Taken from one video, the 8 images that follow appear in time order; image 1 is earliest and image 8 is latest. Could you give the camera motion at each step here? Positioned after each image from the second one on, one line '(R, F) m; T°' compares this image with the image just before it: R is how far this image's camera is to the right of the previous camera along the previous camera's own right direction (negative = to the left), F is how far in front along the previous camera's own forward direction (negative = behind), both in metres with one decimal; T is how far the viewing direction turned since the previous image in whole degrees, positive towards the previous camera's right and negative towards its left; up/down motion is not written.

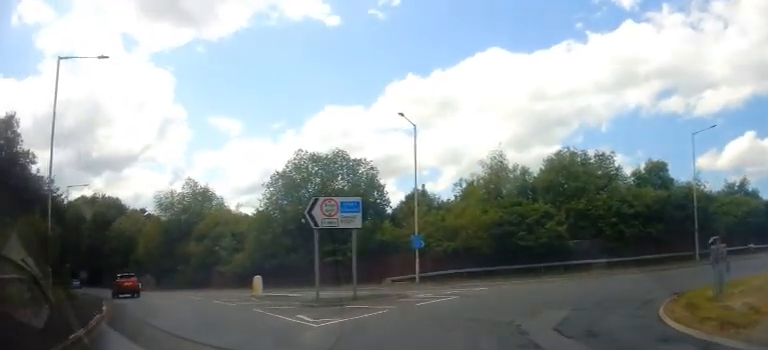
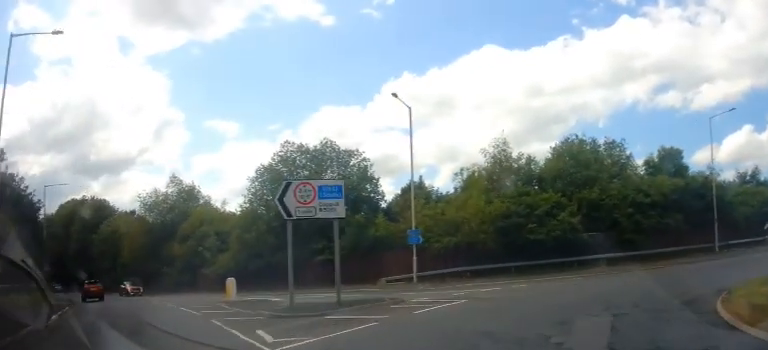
(-0.2, +3.0) m; -4°
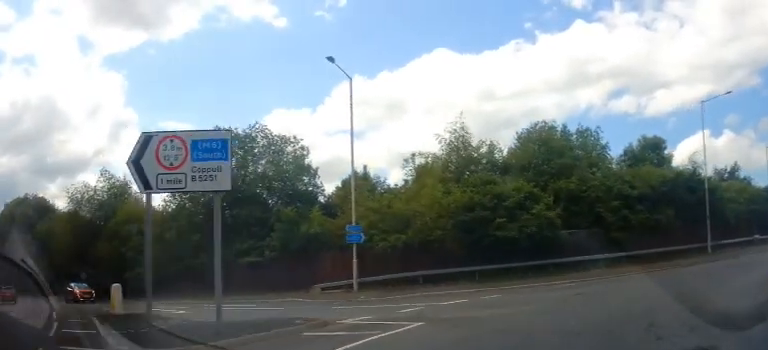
(0.0, +4.7) m; +4°
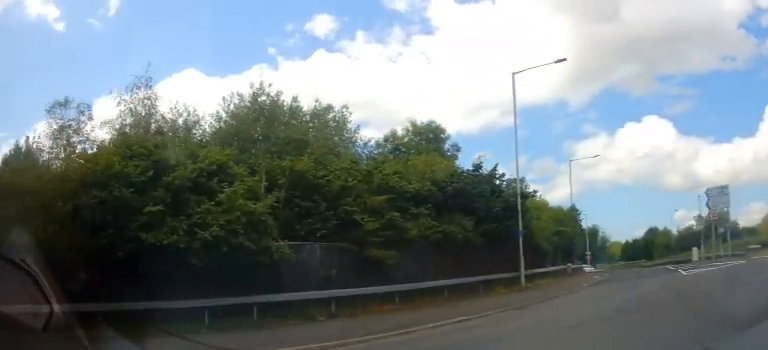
(+2.7, +10.3) m; +34°
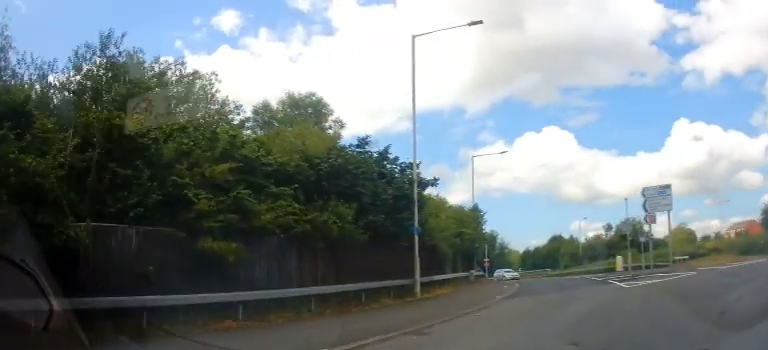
(+0.6, +4.4) m; +13°
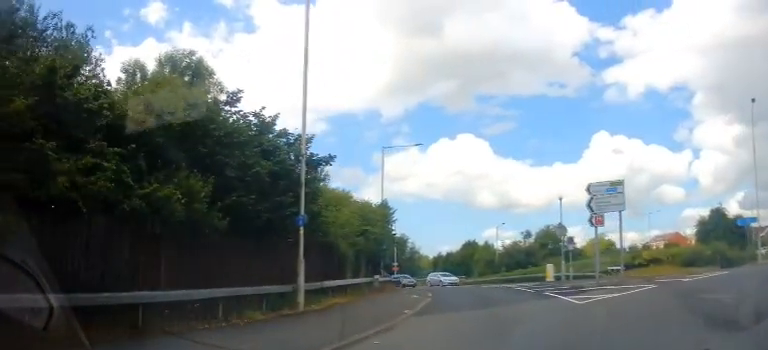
(+0.3, +4.1) m; +9°
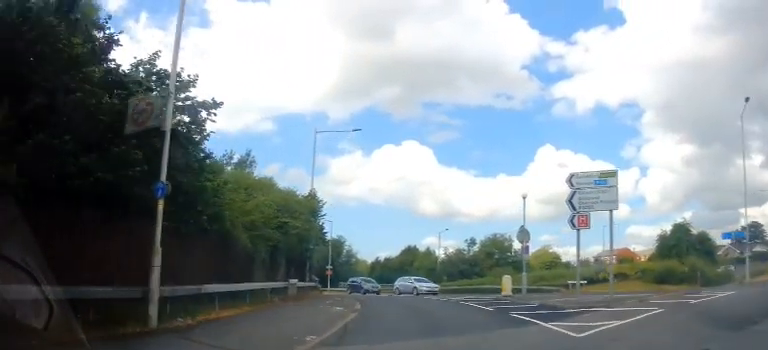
(+0.4, +4.6) m; +6°
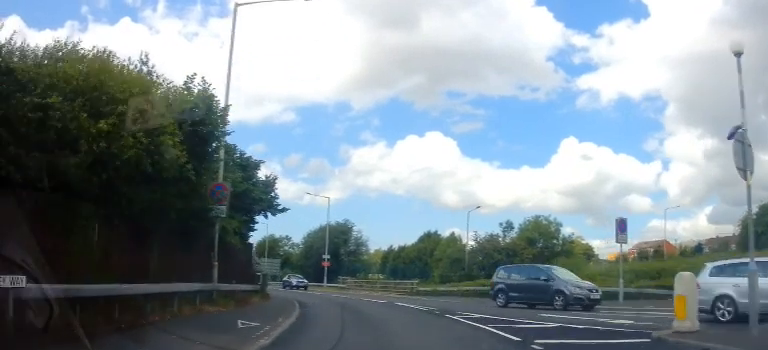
(+0.9, +14.4) m; +1°
